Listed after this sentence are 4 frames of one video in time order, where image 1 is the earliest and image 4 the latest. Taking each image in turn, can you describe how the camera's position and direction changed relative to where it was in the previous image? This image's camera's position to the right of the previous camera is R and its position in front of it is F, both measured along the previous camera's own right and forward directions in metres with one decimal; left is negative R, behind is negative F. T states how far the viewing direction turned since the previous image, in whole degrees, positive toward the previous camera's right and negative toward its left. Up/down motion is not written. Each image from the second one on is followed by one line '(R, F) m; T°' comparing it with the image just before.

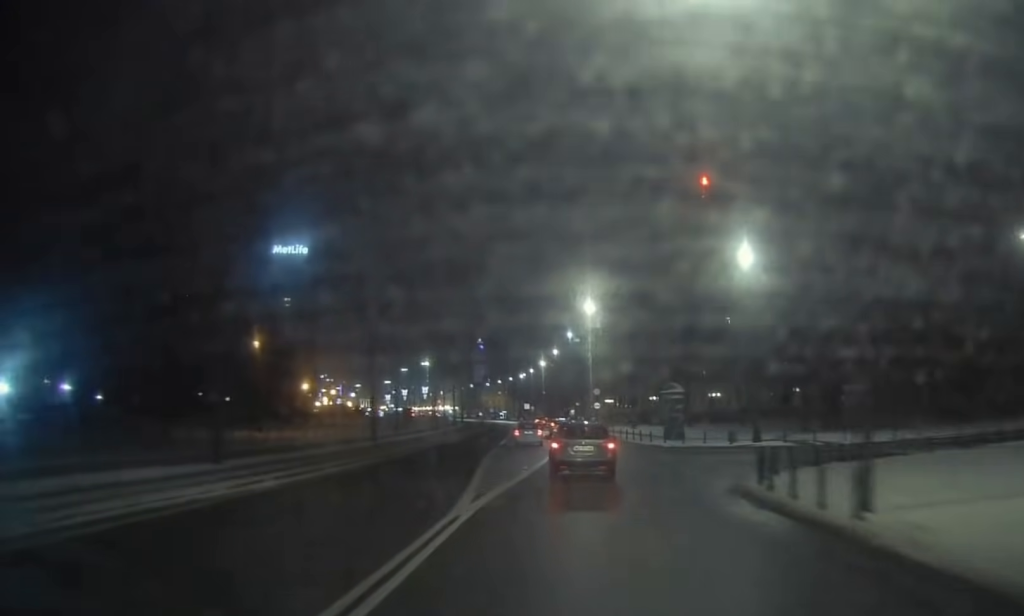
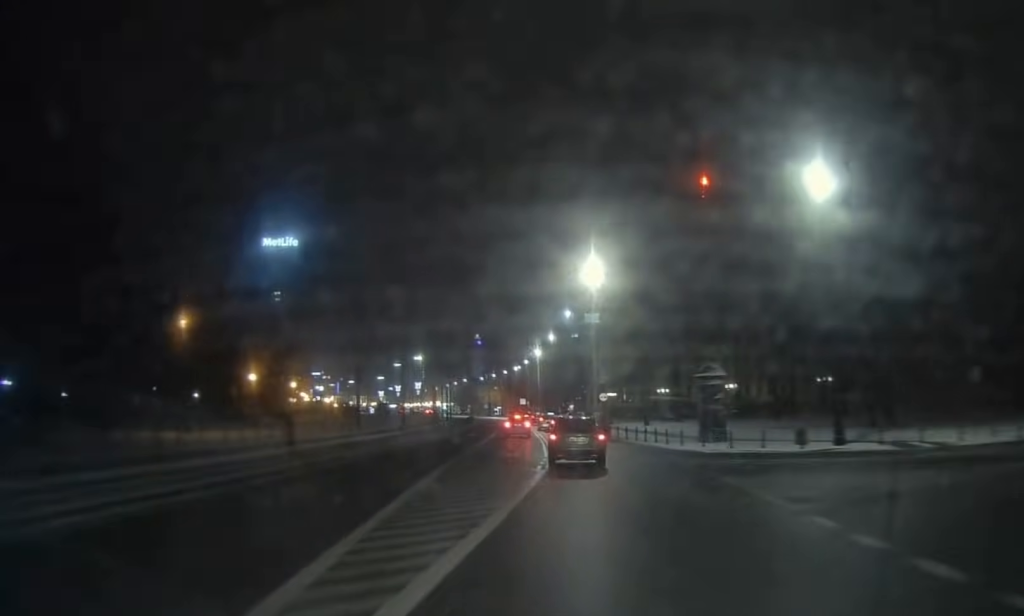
(0.0, +14.9) m; -1°
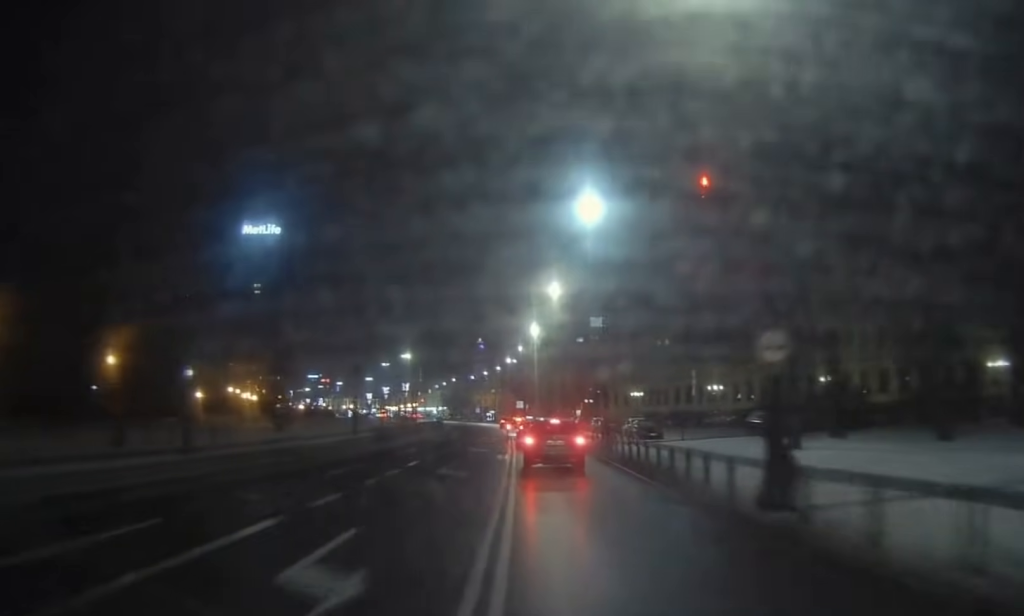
(+0.2, +39.2) m; 0°
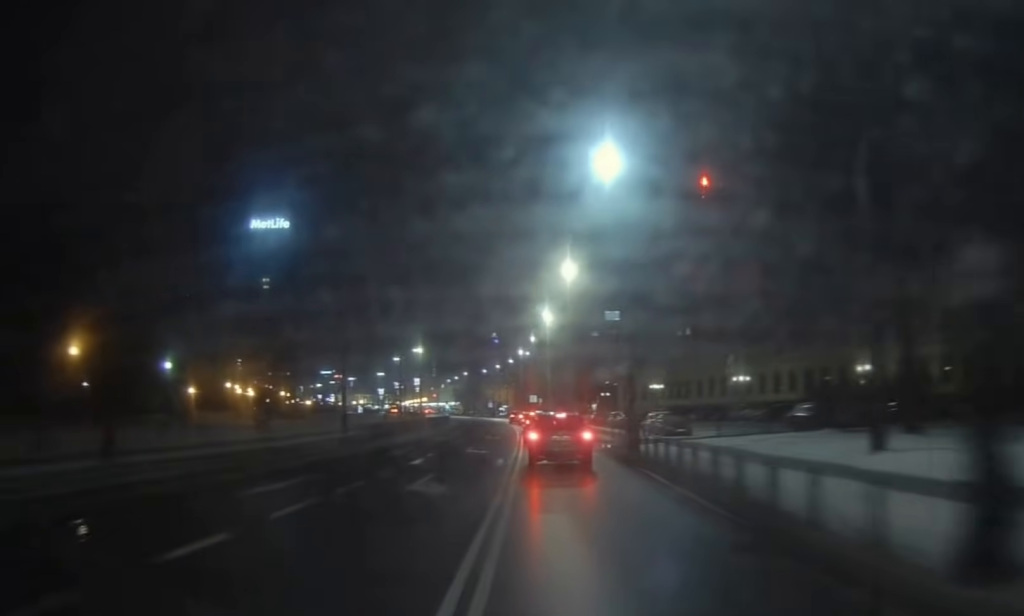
(-0.1, +5.8) m; -1°
